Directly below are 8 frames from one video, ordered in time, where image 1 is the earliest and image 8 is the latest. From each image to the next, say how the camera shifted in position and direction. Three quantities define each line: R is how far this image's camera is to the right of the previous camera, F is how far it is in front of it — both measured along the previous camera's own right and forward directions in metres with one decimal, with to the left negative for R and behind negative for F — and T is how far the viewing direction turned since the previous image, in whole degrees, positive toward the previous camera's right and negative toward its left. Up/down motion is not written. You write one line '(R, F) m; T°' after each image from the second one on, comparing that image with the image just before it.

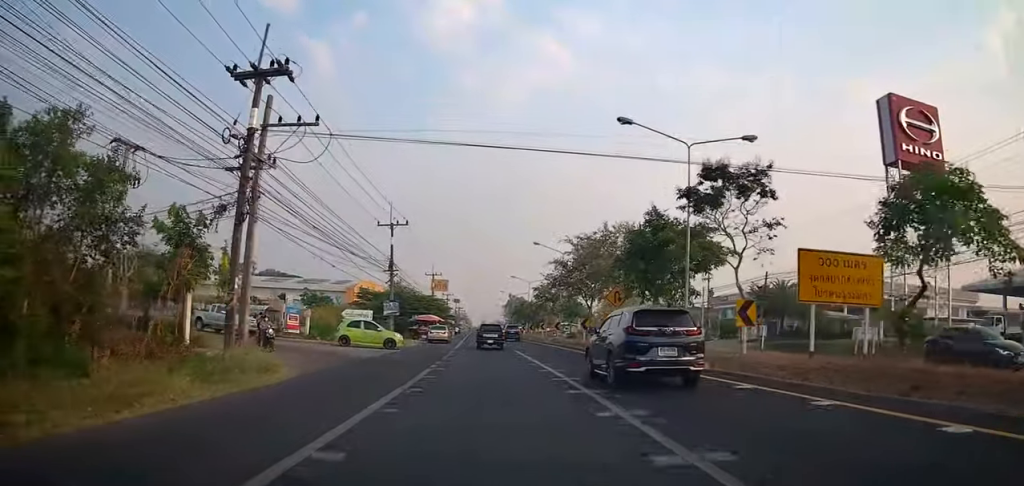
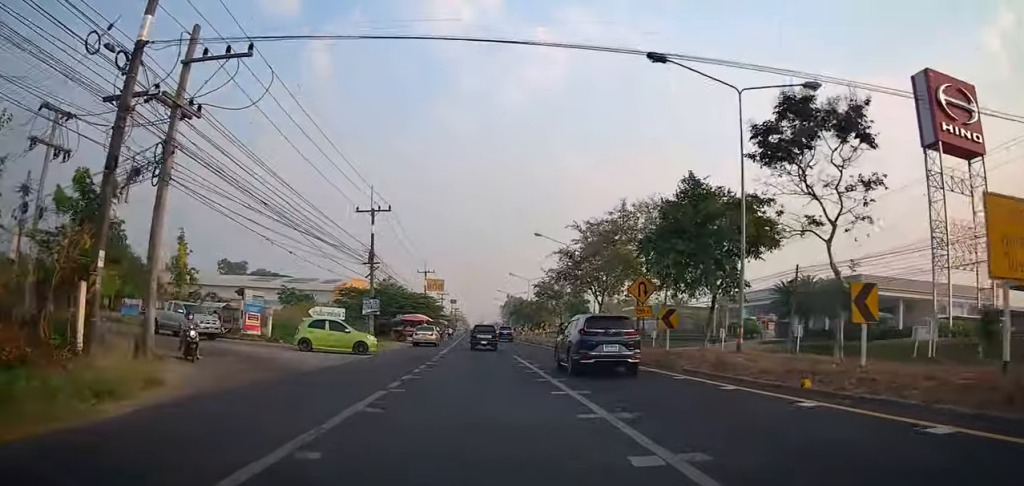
(+0.3, +5.9) m; +2°
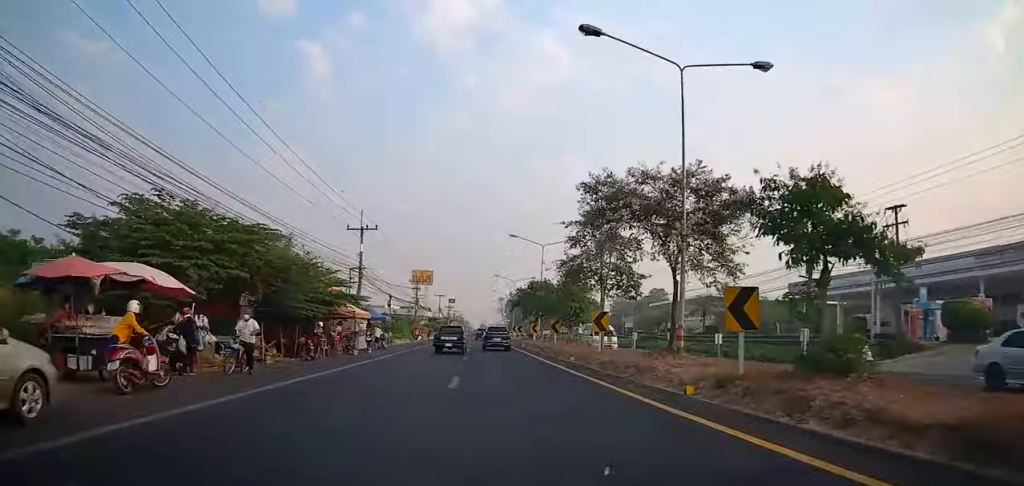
(+1.3, +35.7) m; -1°
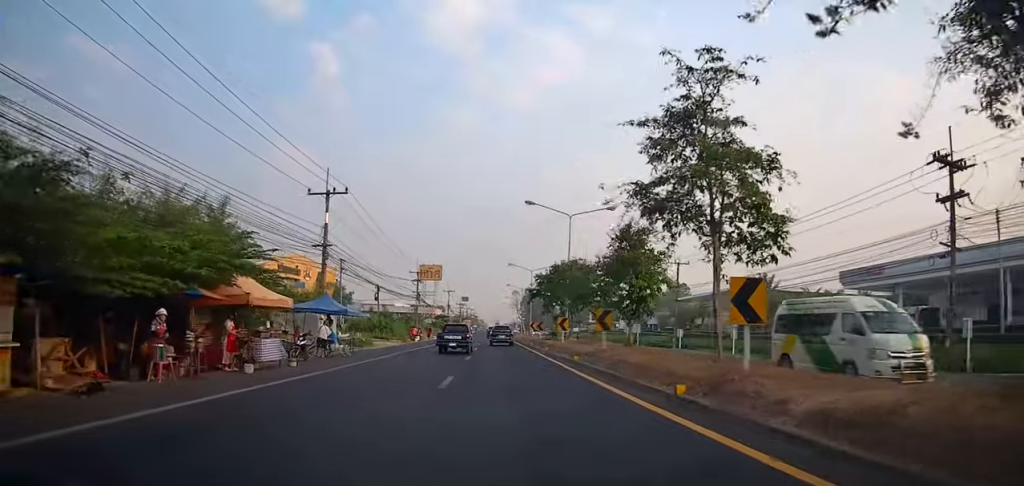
(-0.7, +12.3) m; -3°
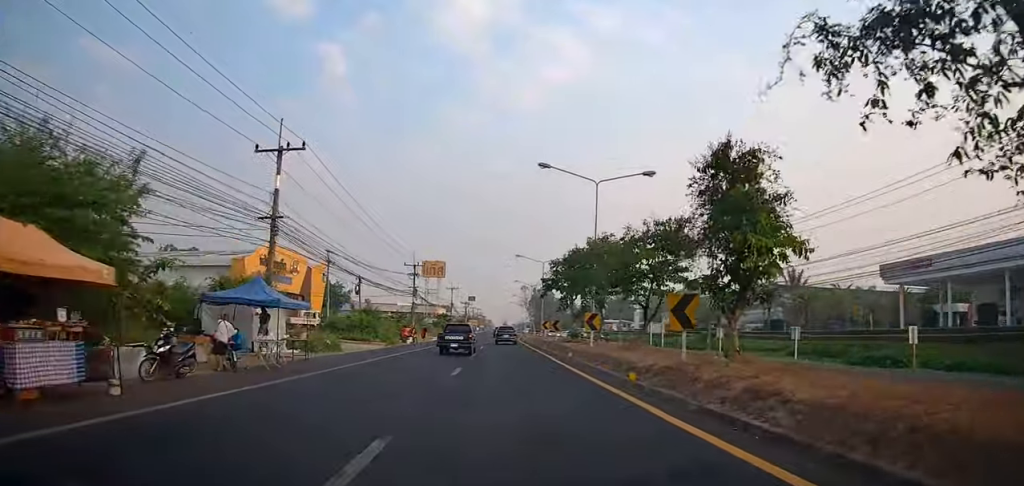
(0.0, +8.8) m; 0°
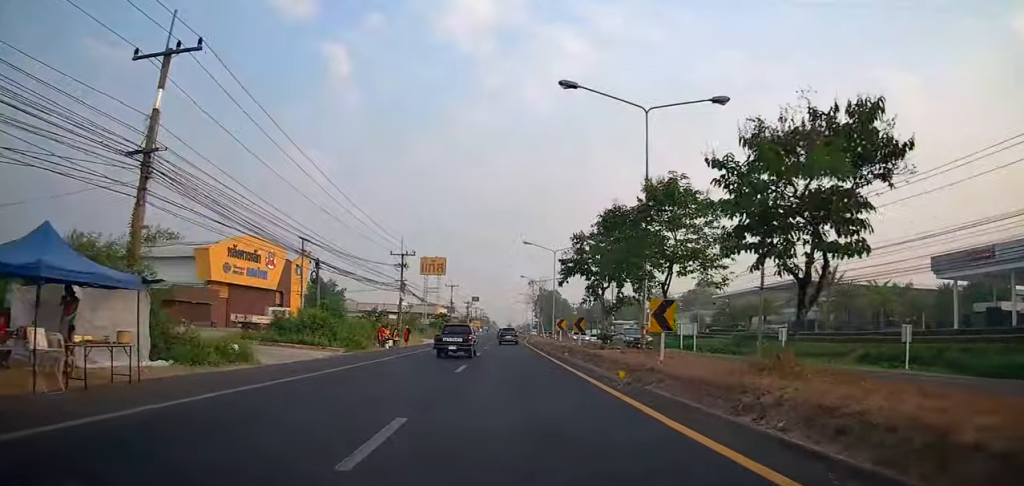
(0.0, +10.3) m; 0°
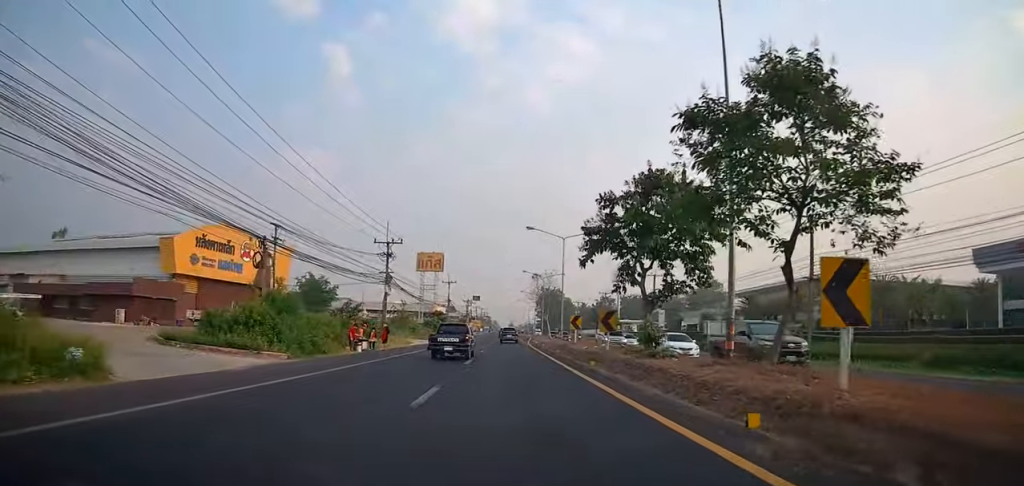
(0.0, +7.5) m; 0°
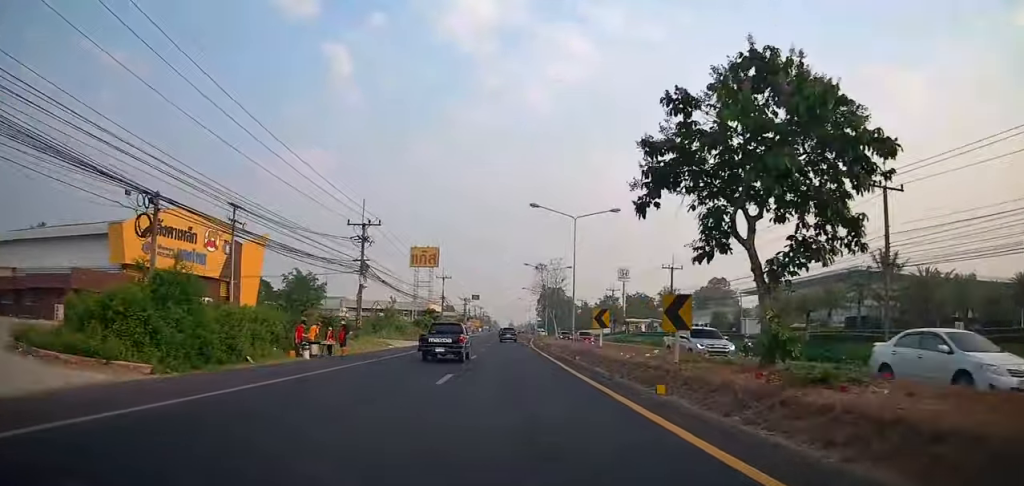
(0.0, +8.4) m; +1°
